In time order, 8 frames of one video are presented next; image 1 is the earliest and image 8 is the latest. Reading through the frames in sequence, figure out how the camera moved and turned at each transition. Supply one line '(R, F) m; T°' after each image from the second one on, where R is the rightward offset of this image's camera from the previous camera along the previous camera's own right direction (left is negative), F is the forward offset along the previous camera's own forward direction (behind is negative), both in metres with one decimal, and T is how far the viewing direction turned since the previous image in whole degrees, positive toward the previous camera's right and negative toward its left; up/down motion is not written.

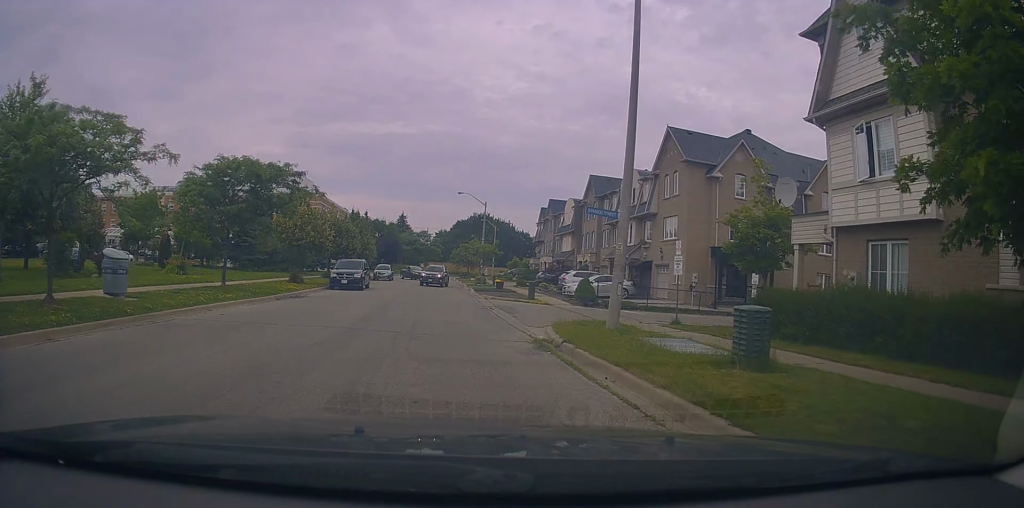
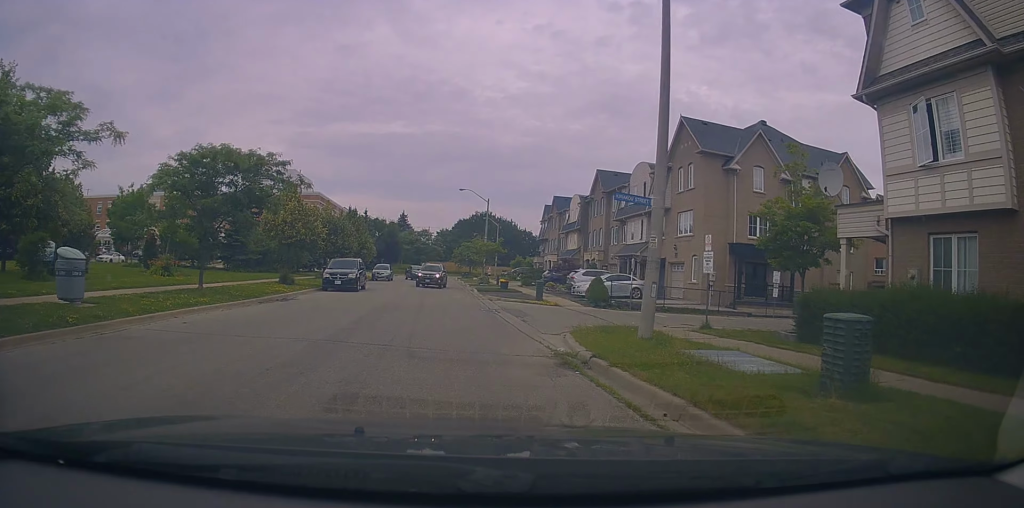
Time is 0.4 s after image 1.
(-0.1, +2.5) m; -1°
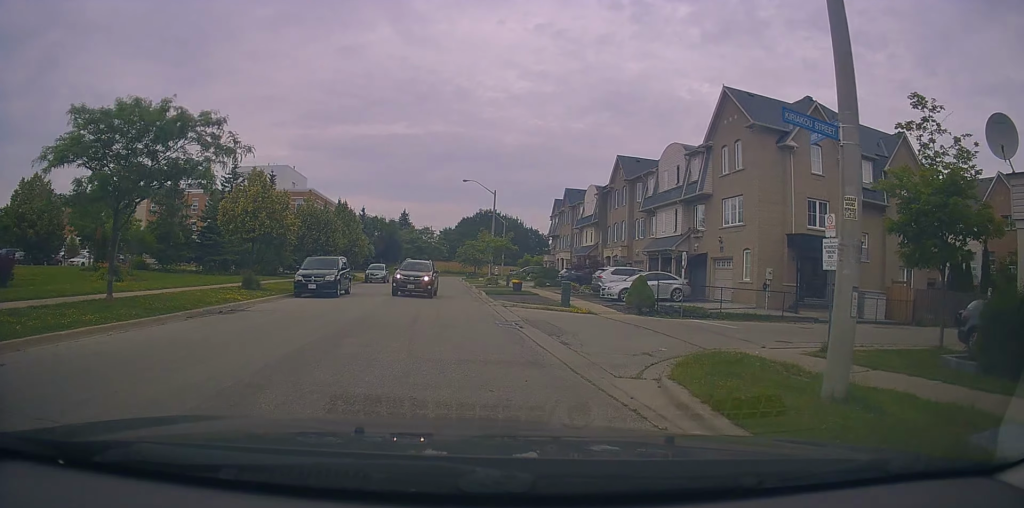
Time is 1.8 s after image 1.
(-0.1, +7.2) m; -2°
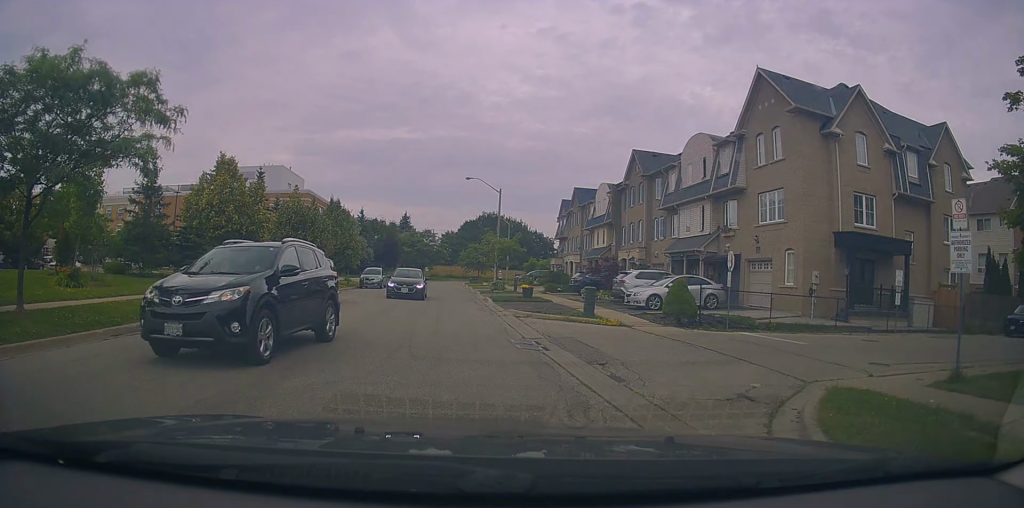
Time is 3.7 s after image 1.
(-0.2, +5.5) m; +2°
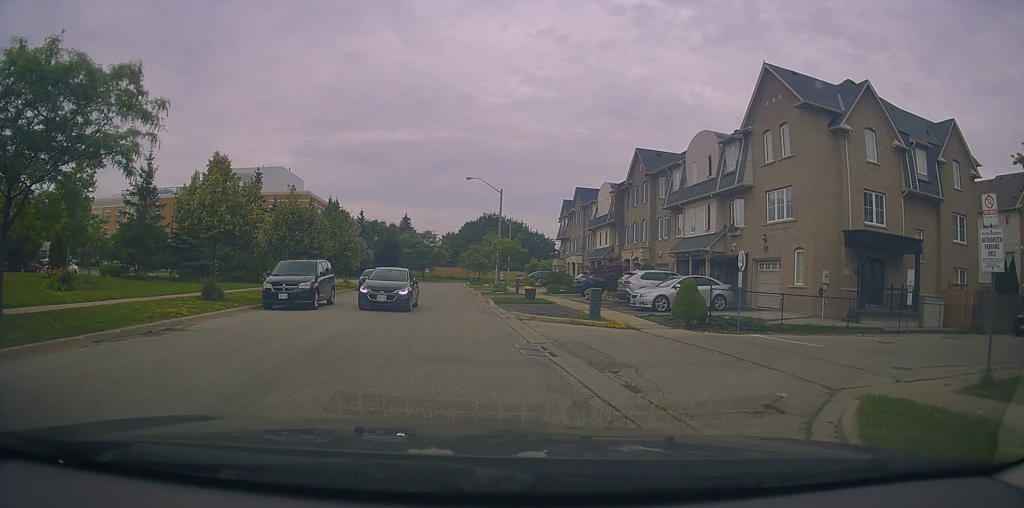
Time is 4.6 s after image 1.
(+0.1, +0.9) m; +1°
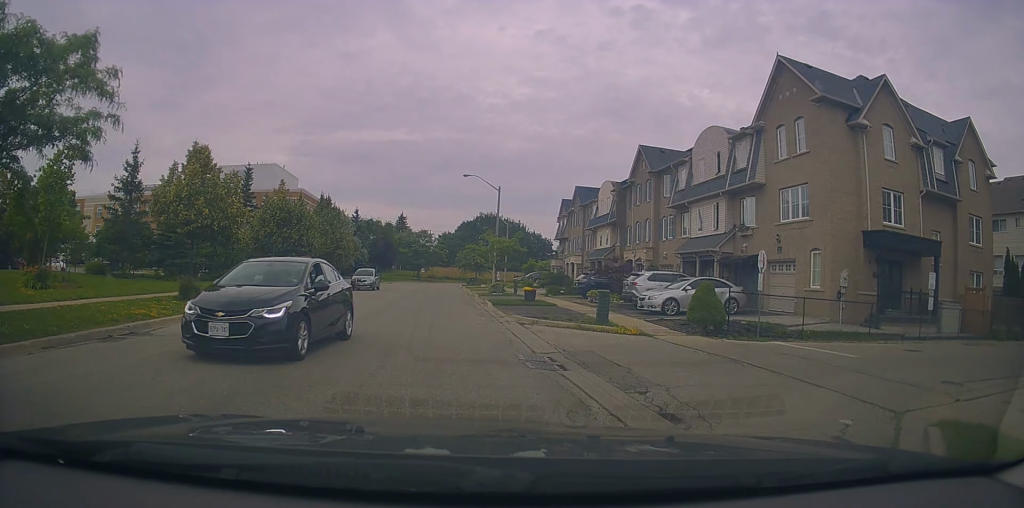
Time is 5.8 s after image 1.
(+0.1, +1.1) m; -3°
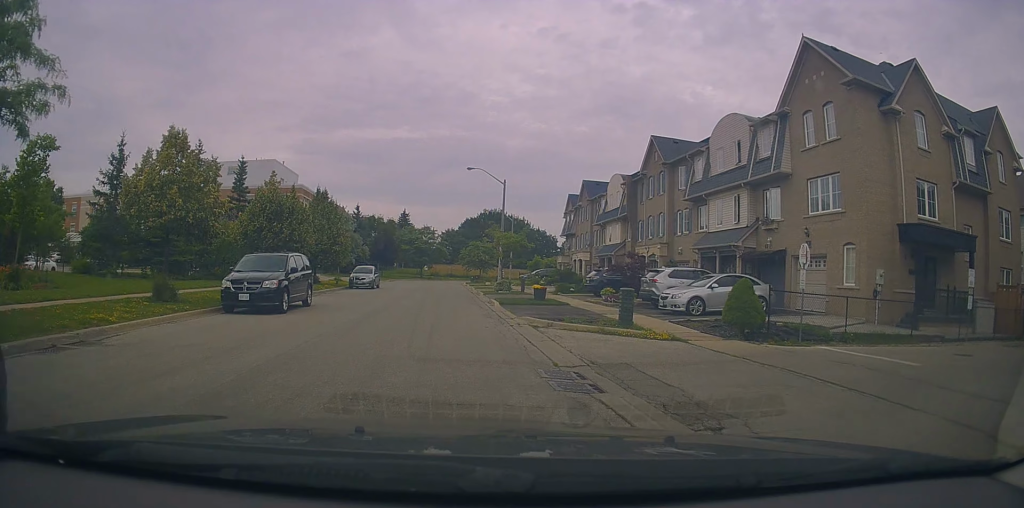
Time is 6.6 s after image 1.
(0.0, +1.5) m; +1°
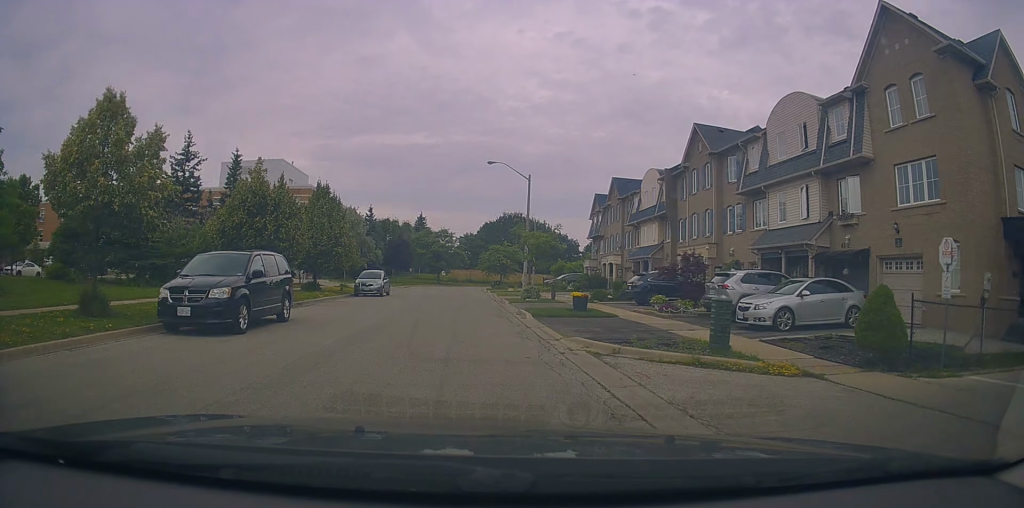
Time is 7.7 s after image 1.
(+0.1, +3.4) m; -1°
